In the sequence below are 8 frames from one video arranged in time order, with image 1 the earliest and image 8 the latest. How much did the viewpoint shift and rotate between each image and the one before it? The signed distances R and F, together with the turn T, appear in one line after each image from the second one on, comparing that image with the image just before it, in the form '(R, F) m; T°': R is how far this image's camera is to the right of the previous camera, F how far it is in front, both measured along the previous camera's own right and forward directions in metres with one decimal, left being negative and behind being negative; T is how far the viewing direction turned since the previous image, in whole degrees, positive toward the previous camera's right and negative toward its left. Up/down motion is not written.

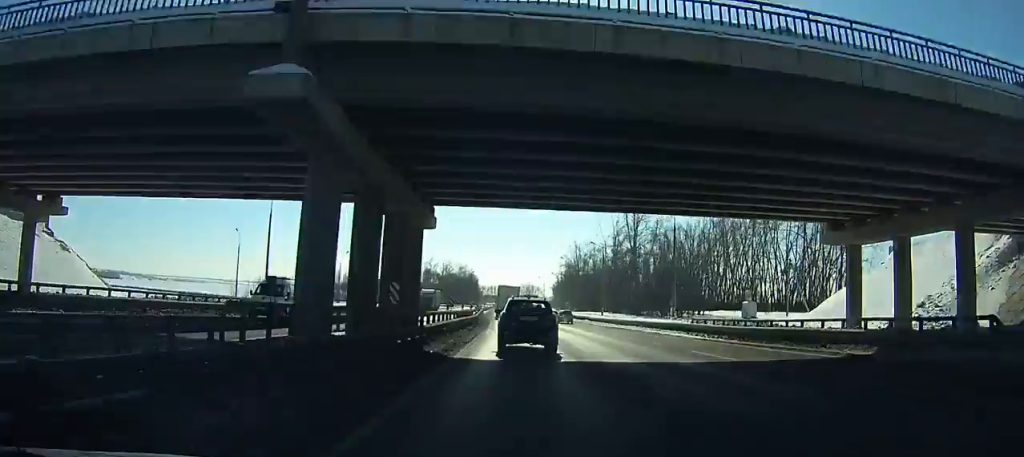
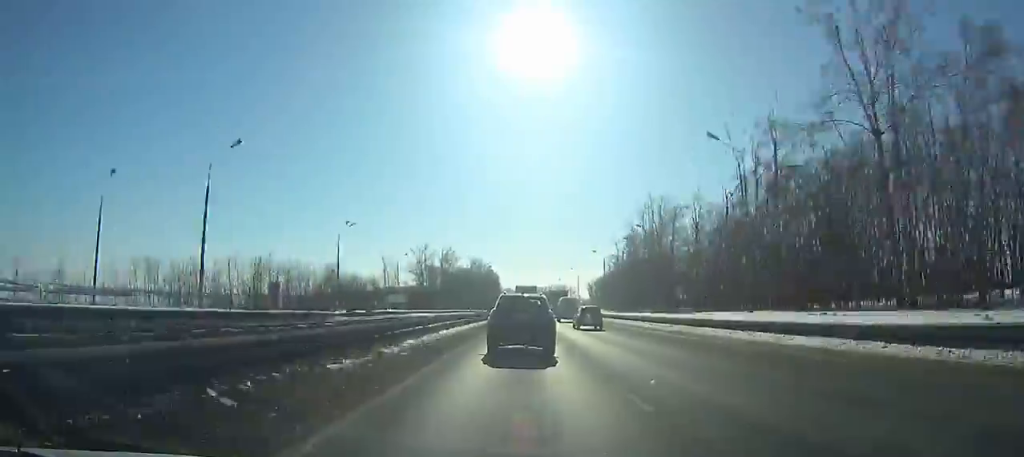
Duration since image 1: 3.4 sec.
(-2.6, +80.4) m; -2°
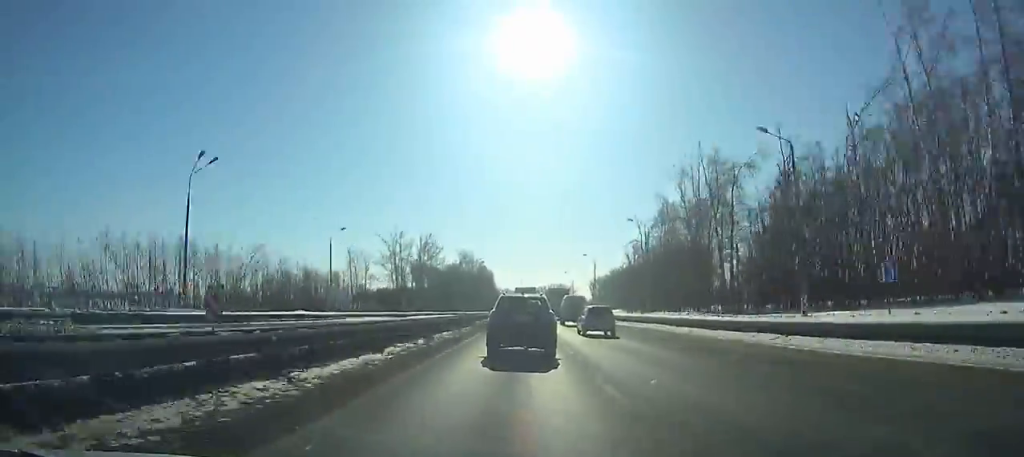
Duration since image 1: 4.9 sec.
(-0.3, +35.2) m; 0°
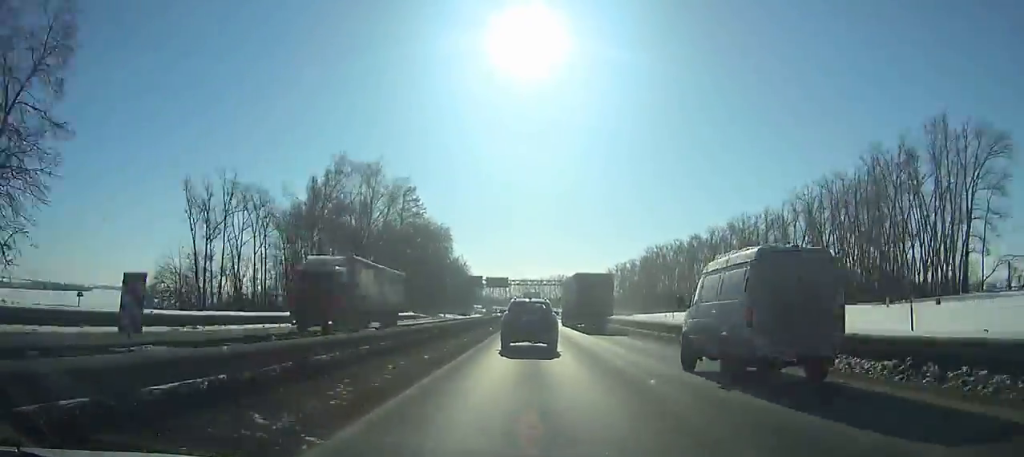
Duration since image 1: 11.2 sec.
(-0.4, +146.9) m; 0°
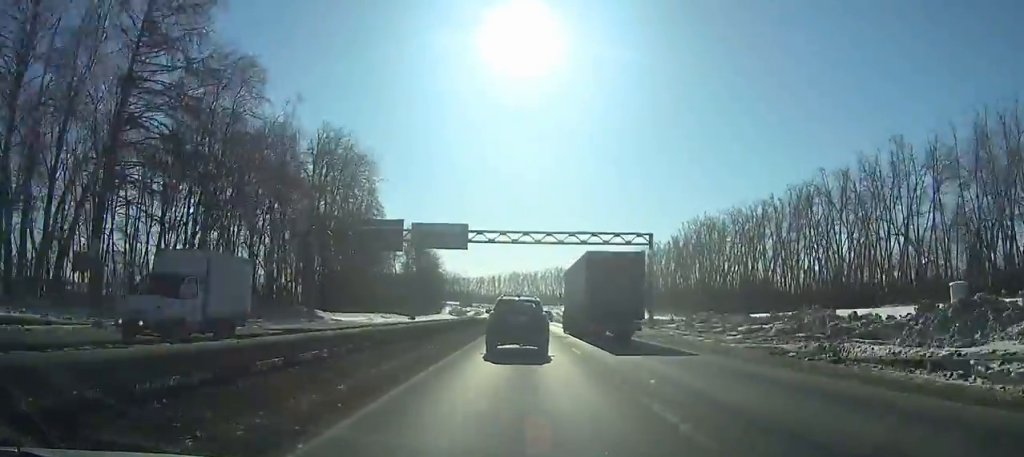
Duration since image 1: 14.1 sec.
(+0.6, +68.5) m; +1°
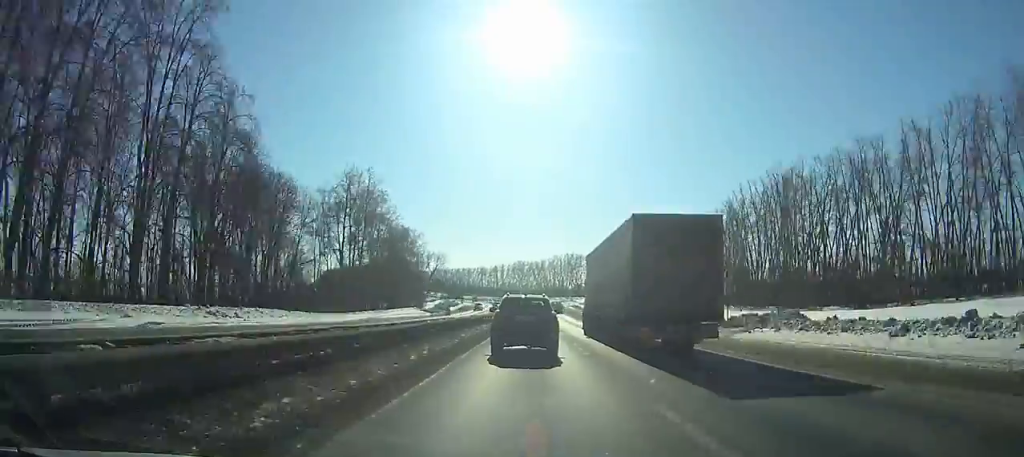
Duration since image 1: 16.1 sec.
(+0.2, +47.7) m; 0°
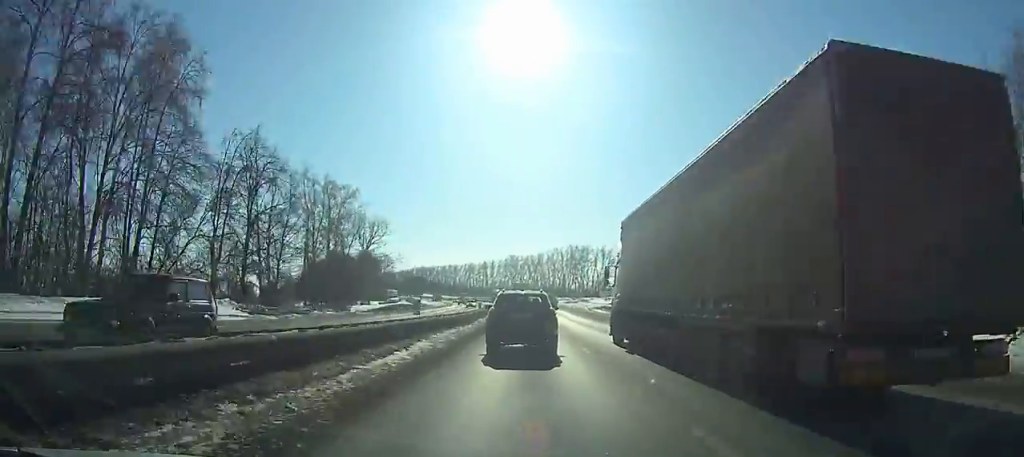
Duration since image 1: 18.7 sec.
(+0.1, +62.2) m; 0°
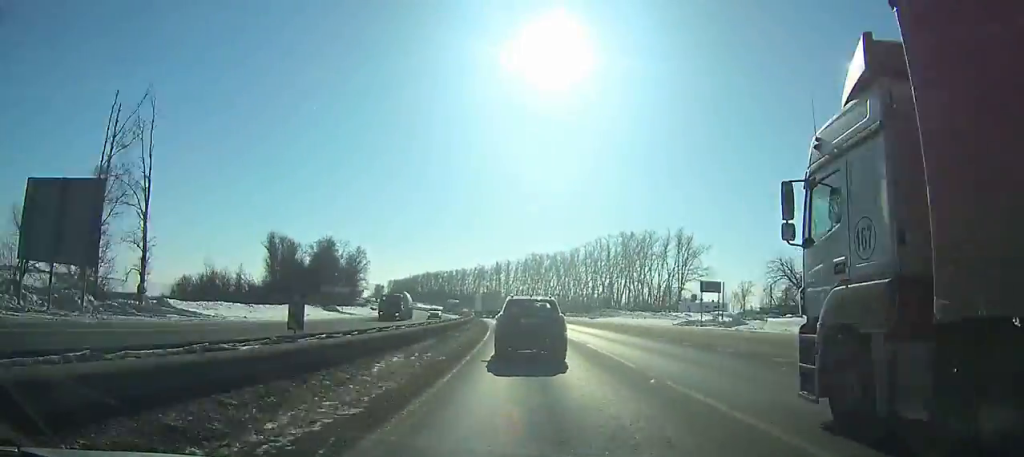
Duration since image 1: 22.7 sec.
(-0.7, +95.4) m; -2°
